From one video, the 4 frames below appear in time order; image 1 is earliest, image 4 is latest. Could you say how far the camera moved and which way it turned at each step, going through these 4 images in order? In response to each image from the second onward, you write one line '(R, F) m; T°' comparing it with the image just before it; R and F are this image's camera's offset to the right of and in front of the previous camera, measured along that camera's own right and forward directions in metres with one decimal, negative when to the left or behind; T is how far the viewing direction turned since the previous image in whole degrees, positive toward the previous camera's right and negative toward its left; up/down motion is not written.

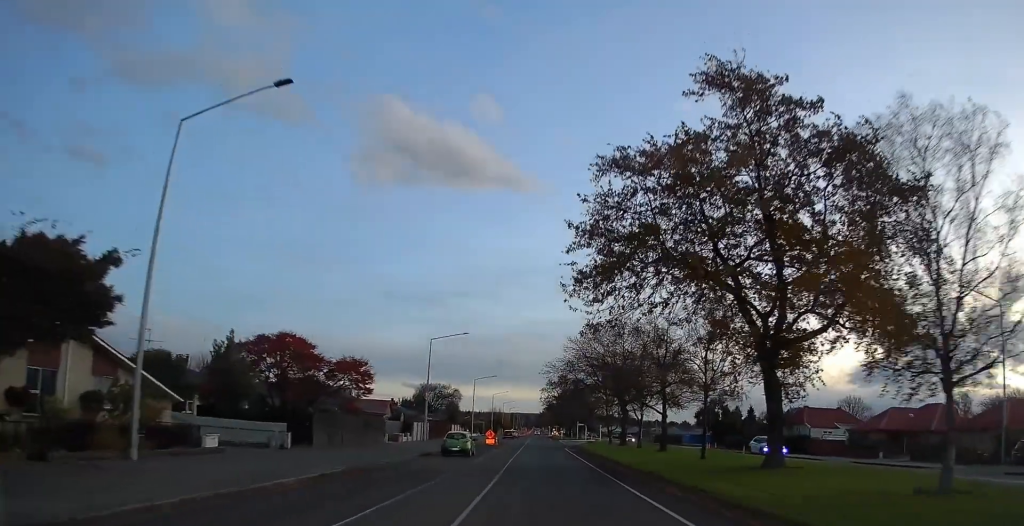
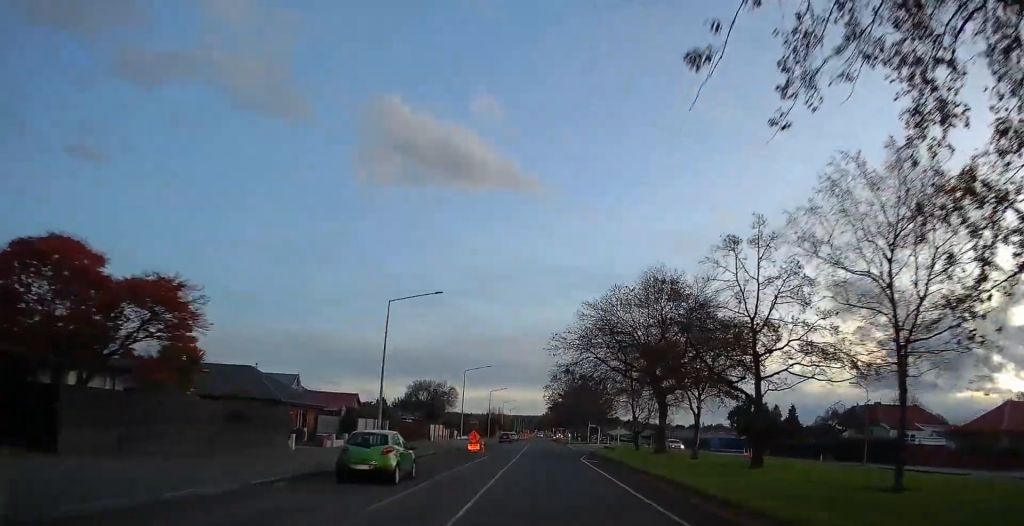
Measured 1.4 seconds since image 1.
(-0.3, +19.8) m; -1°
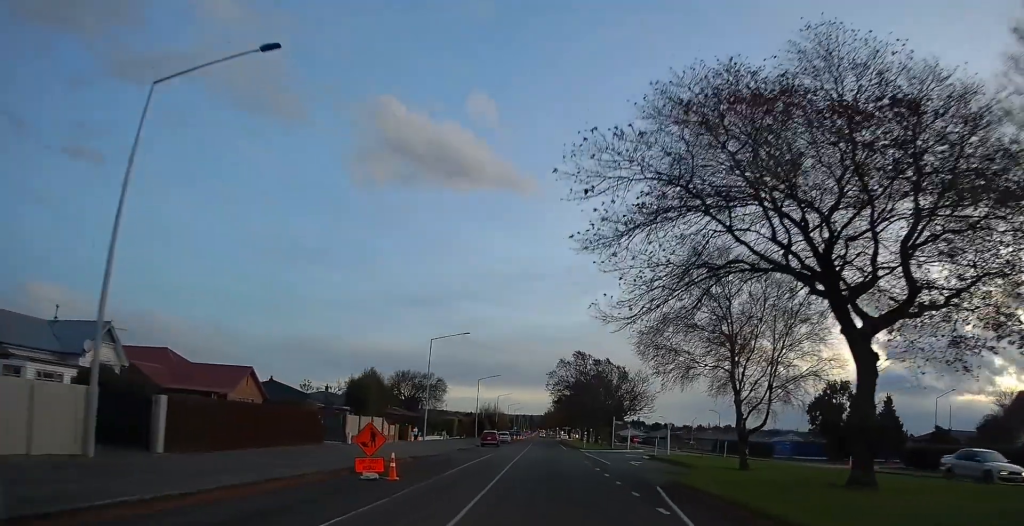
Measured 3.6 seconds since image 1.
(+0.4, +31.1) m; +1°
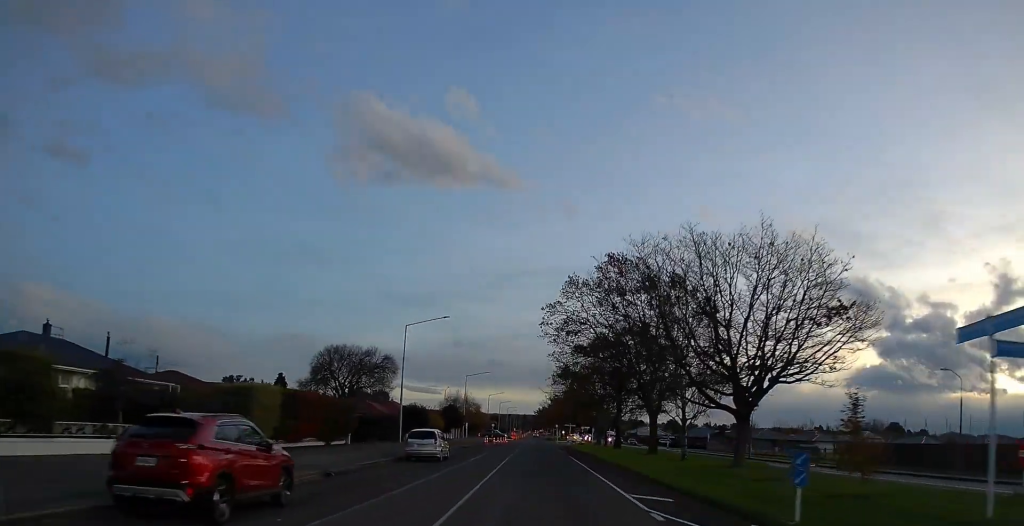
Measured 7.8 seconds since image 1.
(-0.3, +57.7) m; -1°
